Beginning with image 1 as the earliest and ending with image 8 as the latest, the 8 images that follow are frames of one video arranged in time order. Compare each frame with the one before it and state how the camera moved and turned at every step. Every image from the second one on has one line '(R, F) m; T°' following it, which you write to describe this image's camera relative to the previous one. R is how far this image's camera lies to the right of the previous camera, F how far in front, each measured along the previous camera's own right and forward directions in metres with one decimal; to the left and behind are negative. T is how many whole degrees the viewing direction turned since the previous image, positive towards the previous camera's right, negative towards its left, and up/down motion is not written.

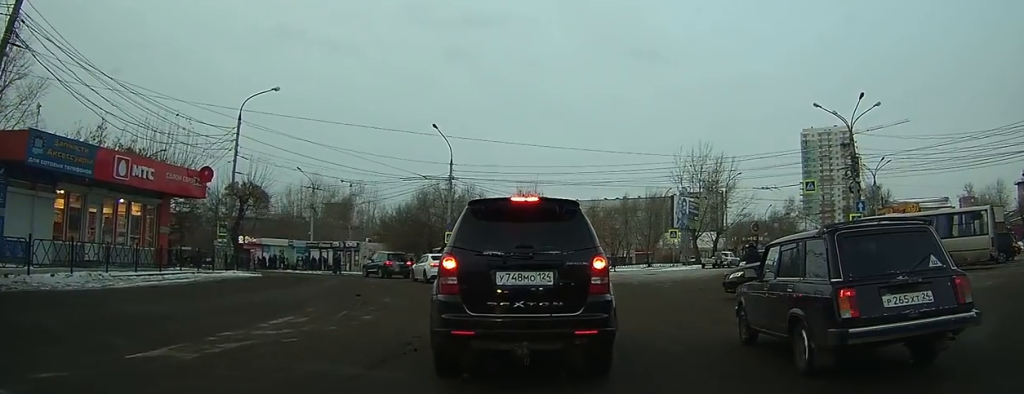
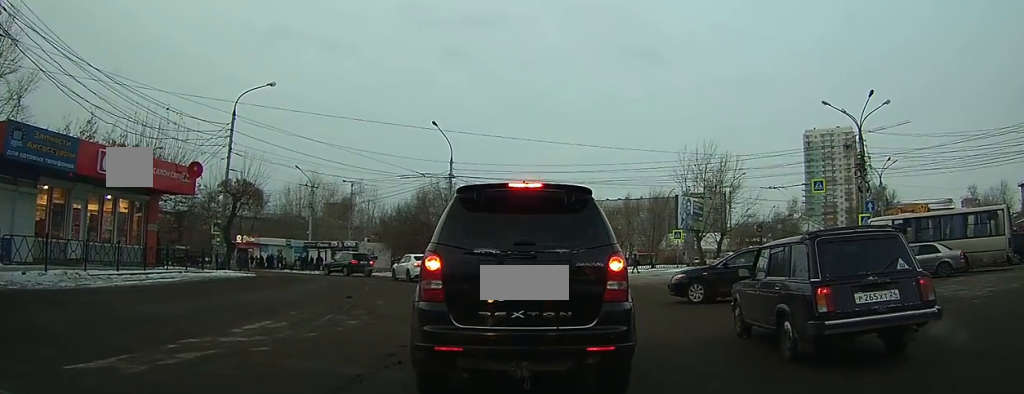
(+0.2, +2.2) m; 0°
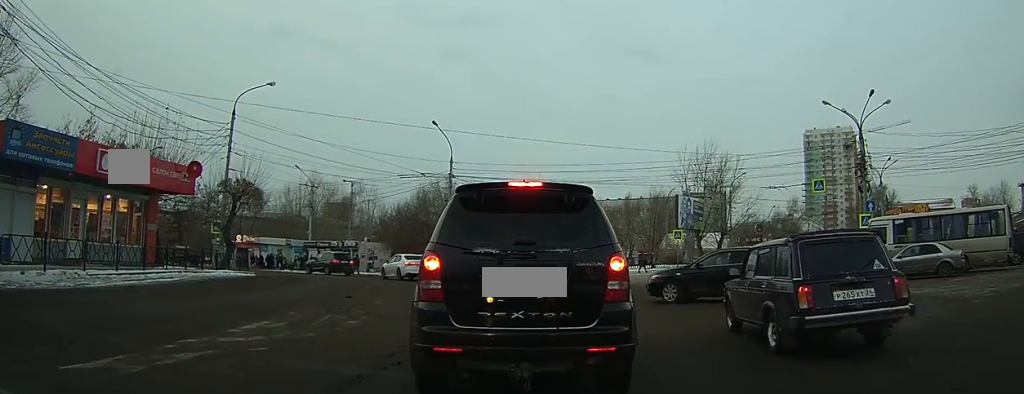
(+0.2, 0.0) m; 0°
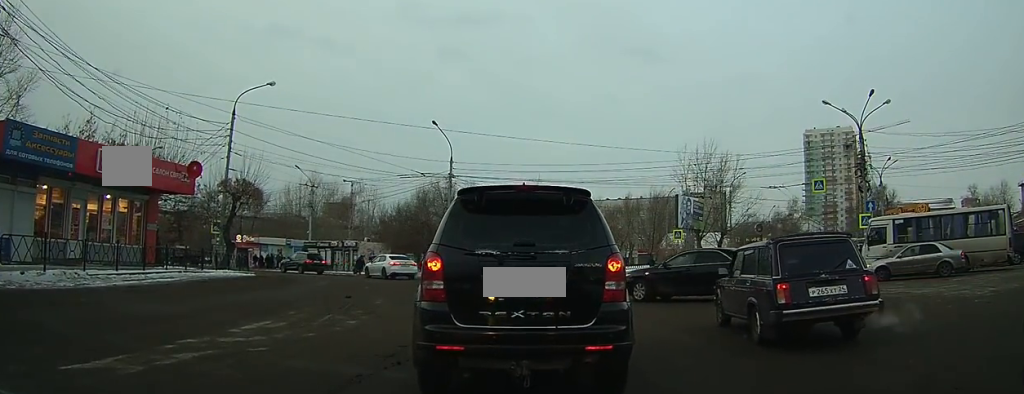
(+0.2, 0.0) m; 0°
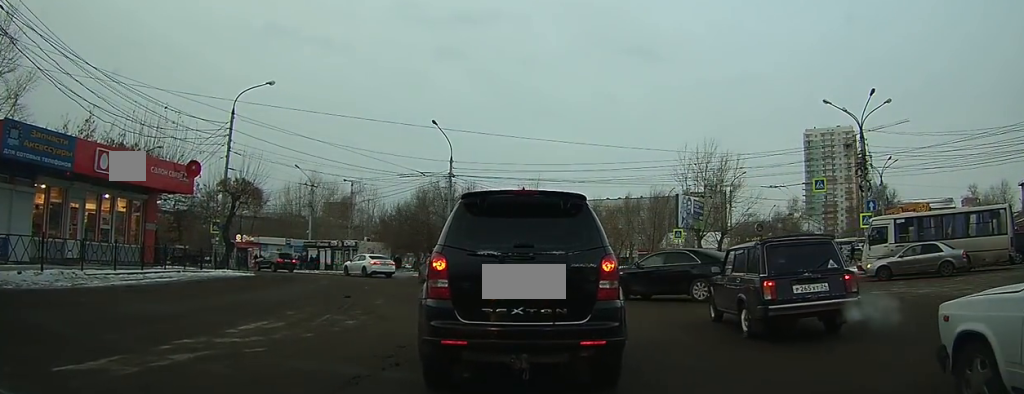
(+0.1, 0.0) m; 0°
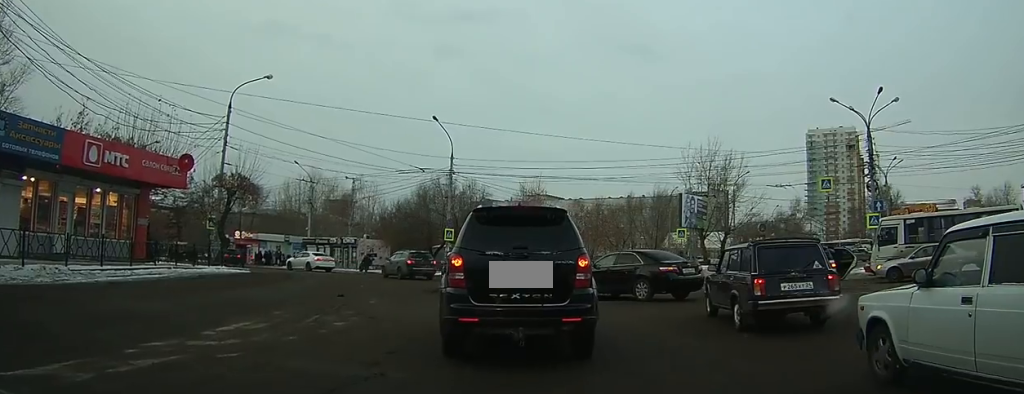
(+0.2, +0.5) m; +1°
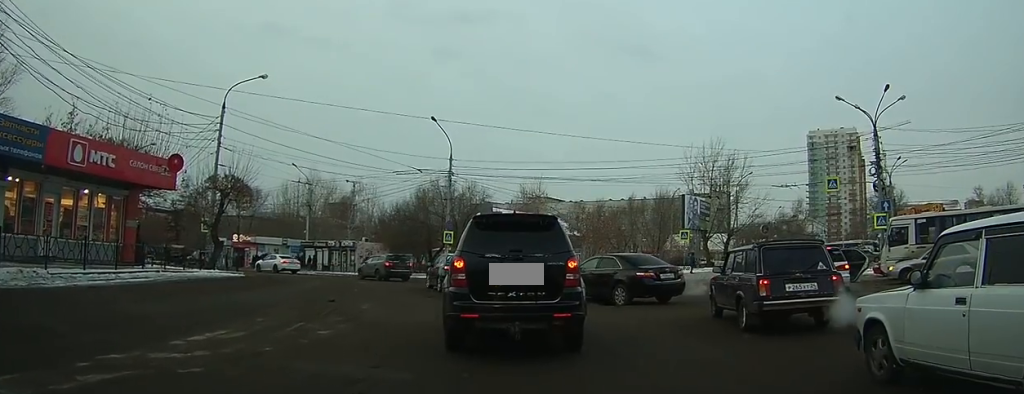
(+0.1, +0.5) m; +3°
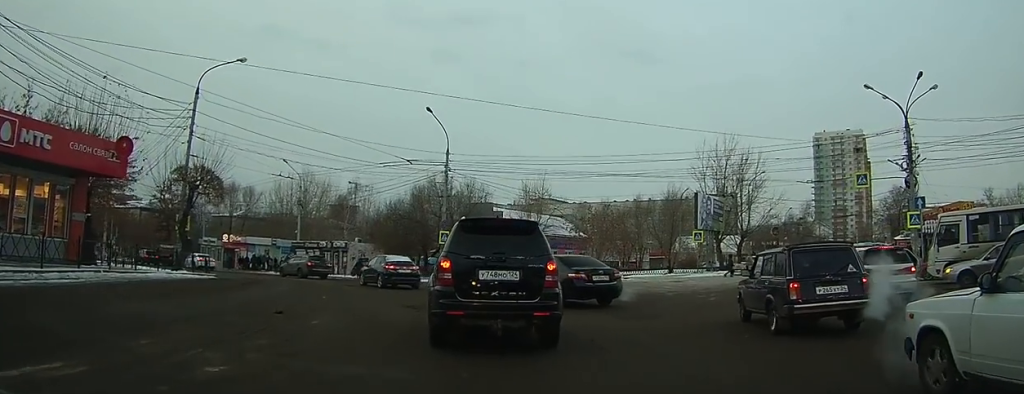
(-0.1, +2.4) m; -5°
